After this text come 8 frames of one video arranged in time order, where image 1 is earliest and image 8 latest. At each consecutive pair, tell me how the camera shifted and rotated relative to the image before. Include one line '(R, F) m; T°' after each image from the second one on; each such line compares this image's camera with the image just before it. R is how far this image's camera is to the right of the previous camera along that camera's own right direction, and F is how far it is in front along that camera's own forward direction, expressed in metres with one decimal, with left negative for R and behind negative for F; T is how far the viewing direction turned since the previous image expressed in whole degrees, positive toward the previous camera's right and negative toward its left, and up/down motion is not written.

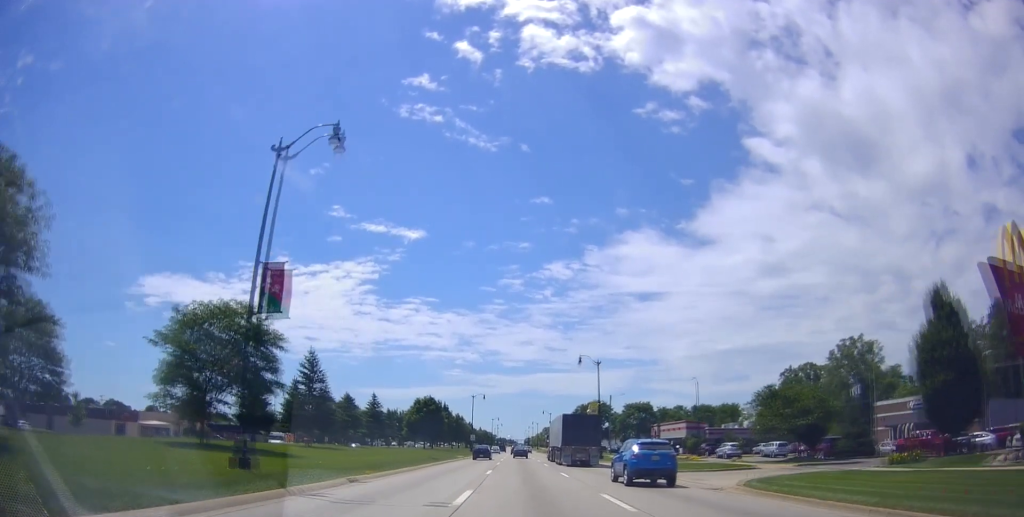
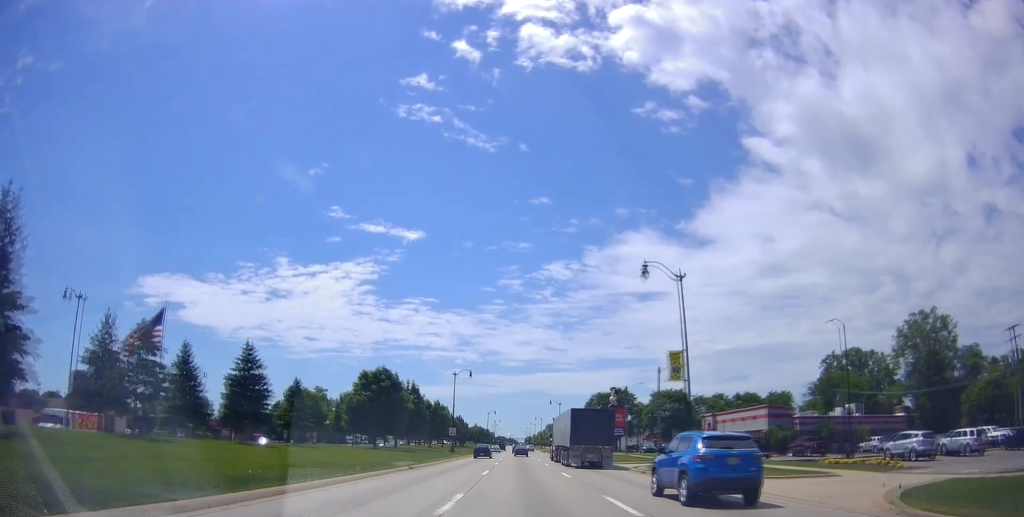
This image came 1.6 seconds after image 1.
(+0.3, +32.1) m; 0°
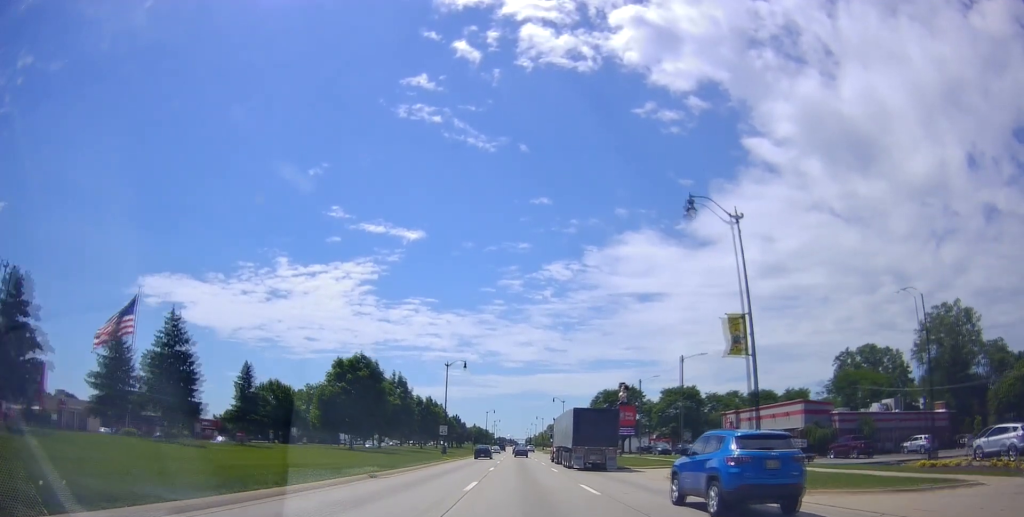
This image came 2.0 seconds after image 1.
(-0.3, +8.8) m; 0°
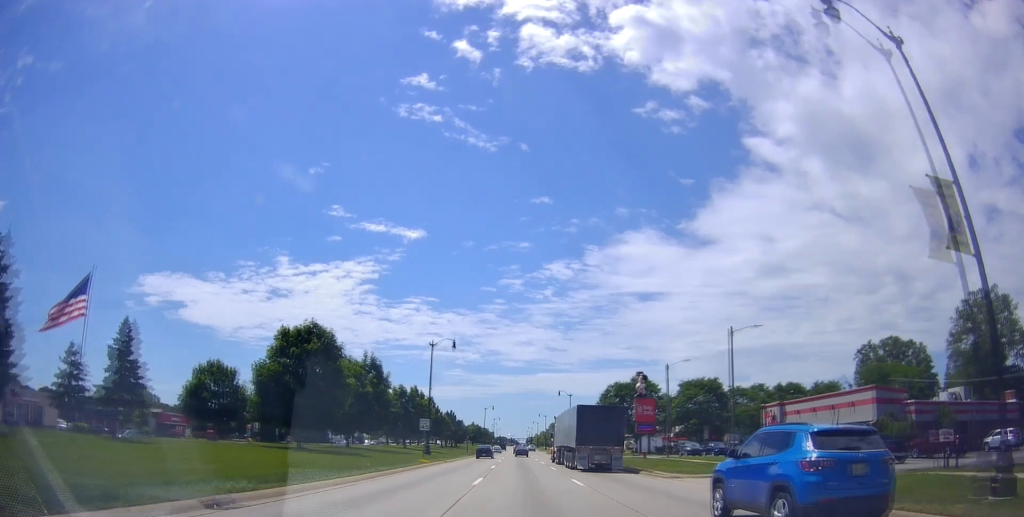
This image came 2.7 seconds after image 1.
(-0.3, +12.7) m; 0°
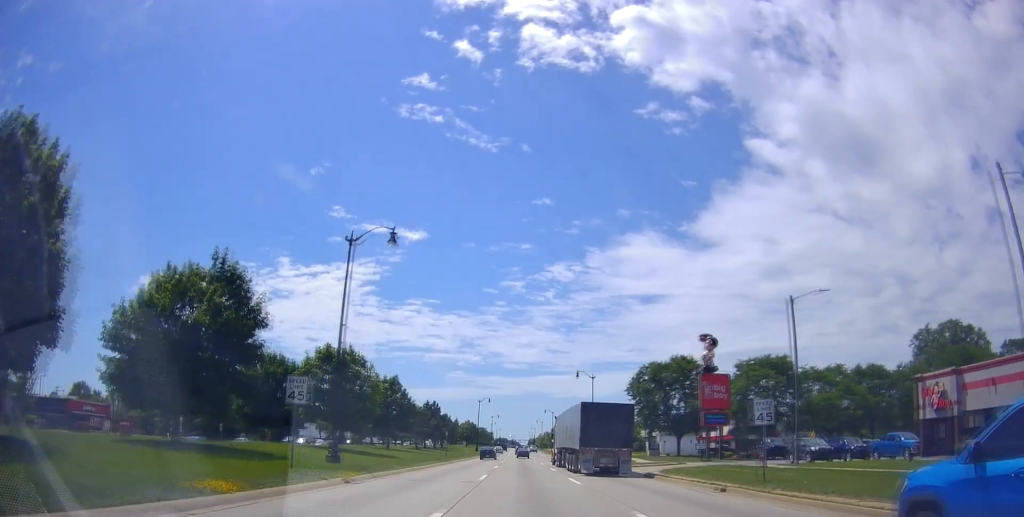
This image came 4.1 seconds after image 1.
(+0.6, +27.8) m; +1°
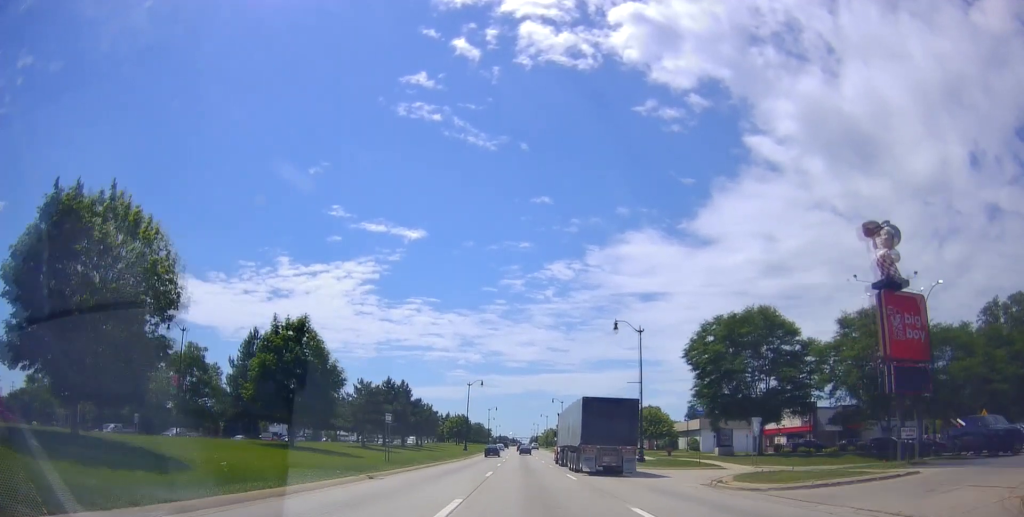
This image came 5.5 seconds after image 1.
(+0.2, +27.7) m; -1°
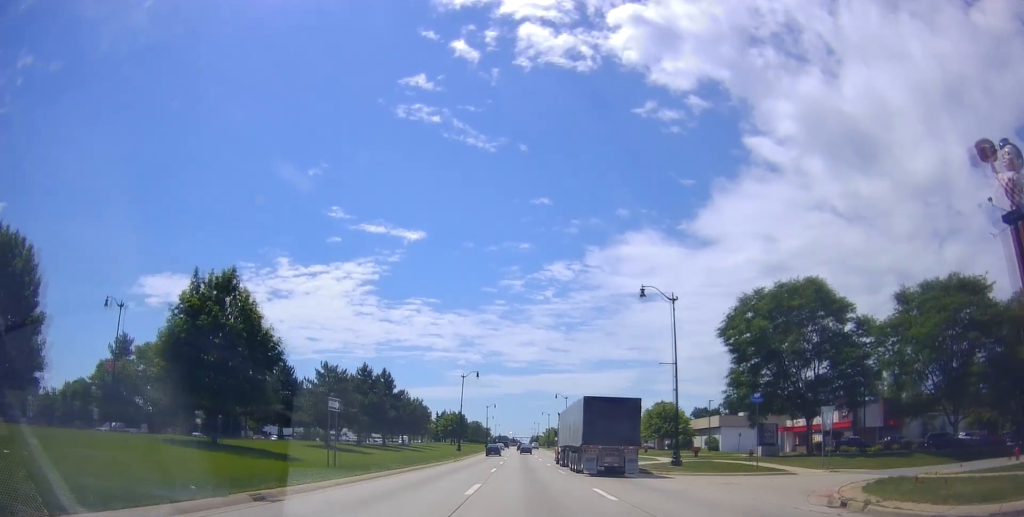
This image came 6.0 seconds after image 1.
(-0.3, +9.9) m; 0°
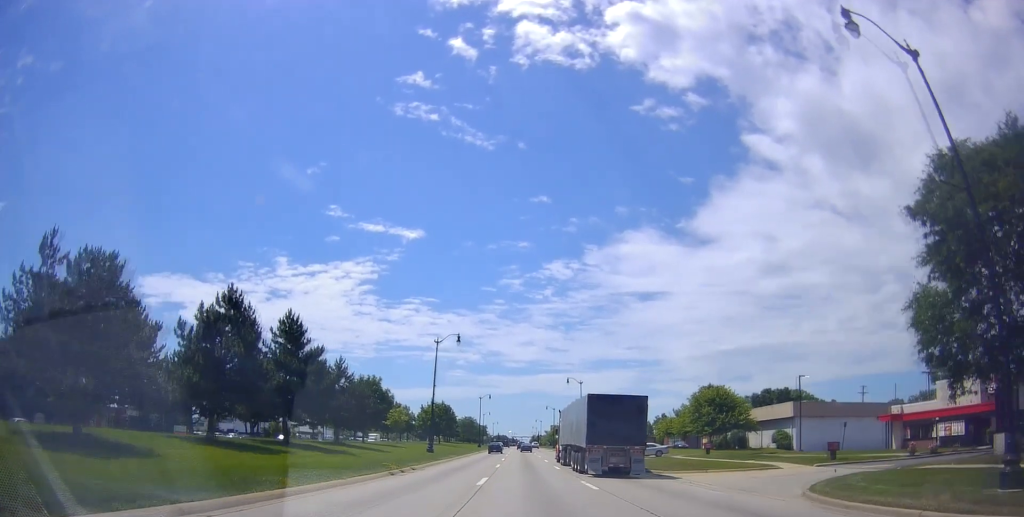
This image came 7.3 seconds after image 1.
(+0.2, +25.8) m; 0°
